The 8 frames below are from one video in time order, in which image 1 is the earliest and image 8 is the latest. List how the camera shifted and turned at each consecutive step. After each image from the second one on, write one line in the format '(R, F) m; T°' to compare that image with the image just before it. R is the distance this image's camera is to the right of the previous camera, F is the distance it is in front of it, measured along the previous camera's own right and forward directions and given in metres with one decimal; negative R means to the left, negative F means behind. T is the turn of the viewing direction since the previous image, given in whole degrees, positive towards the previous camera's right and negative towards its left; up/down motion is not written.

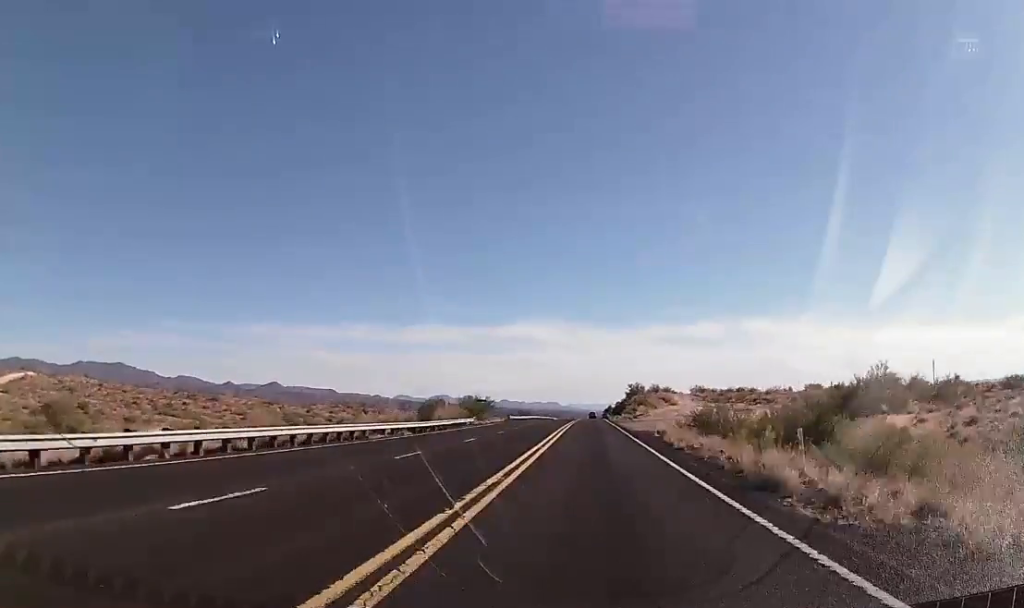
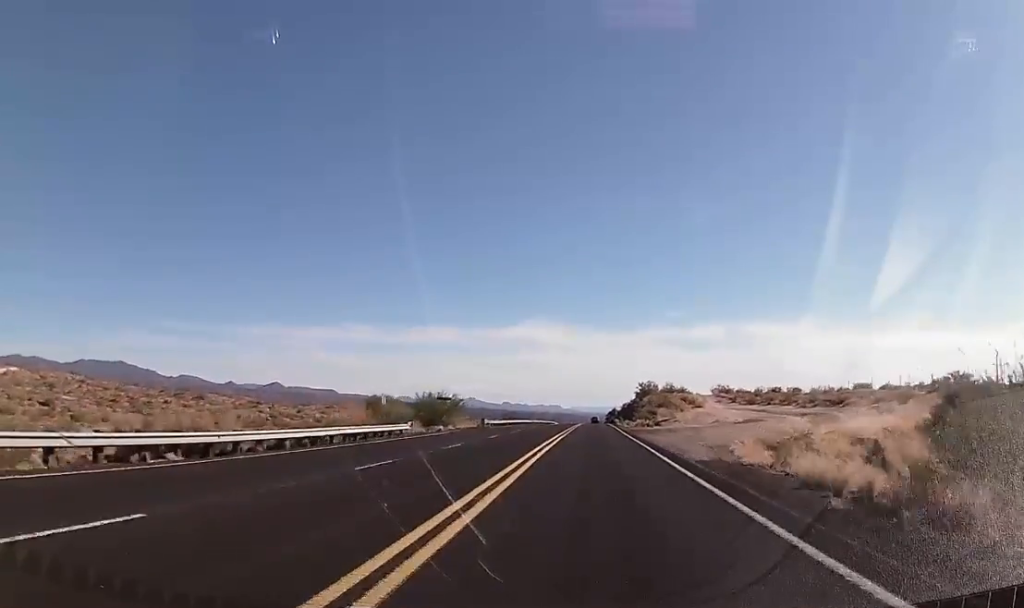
(+0.3, +28.3) m; +1°
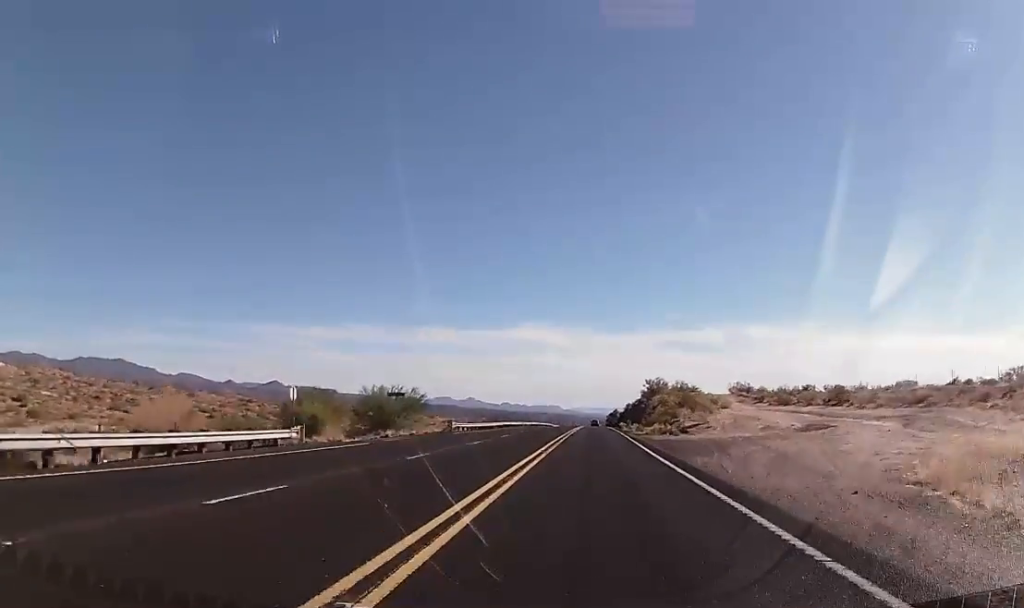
(0.0, +19.1) m; 0°
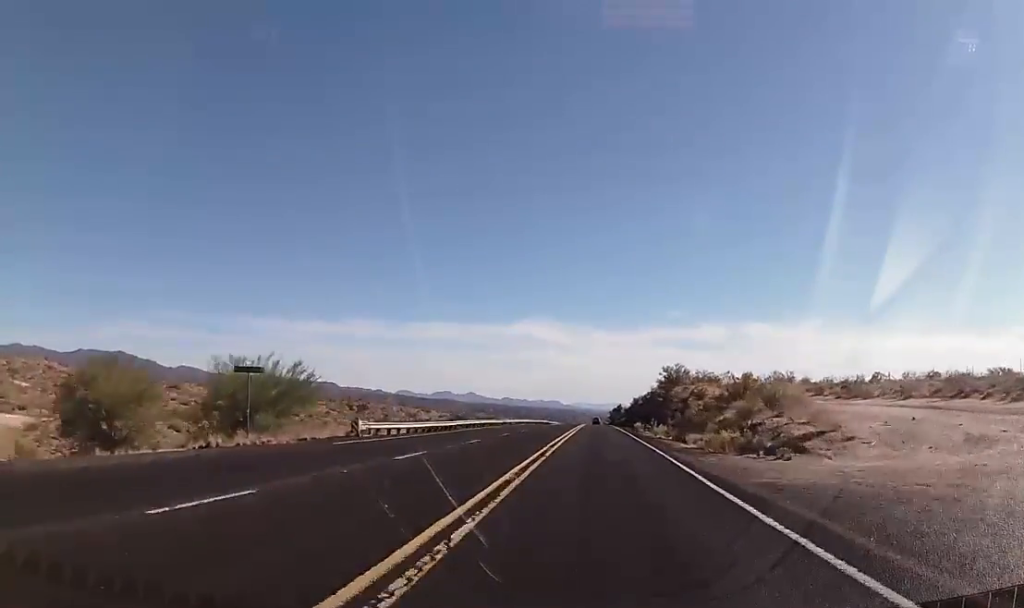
(0.0, +26.1) m; 0°
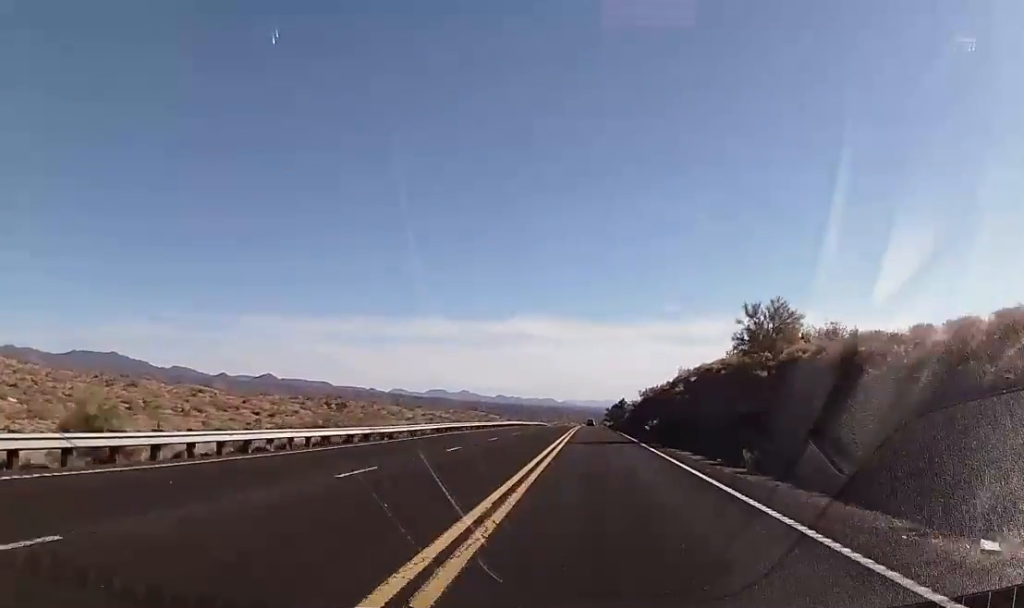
(-0.1, +53.5) m; -1°
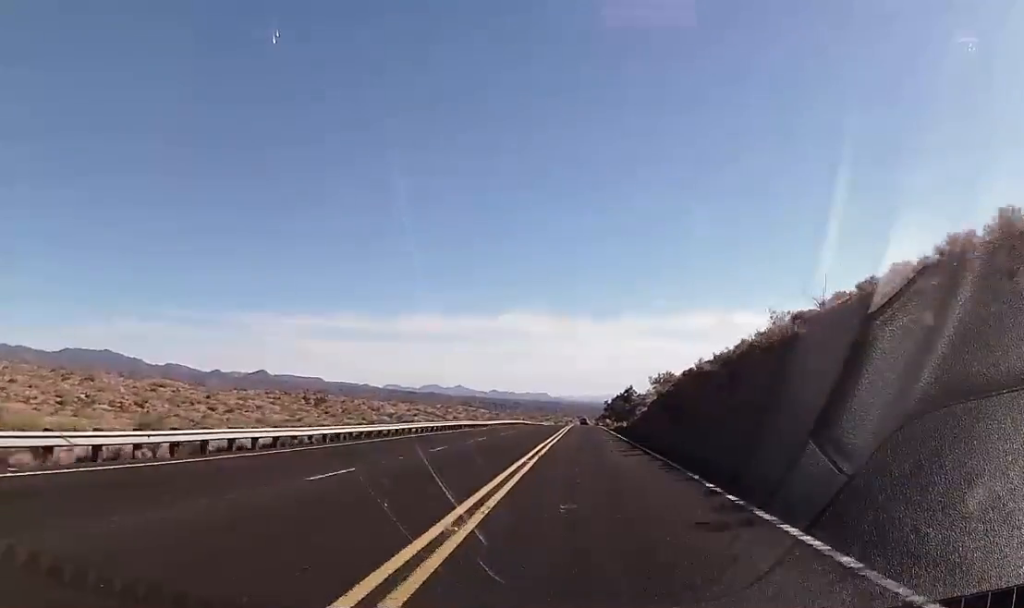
(0.0, +49.7) m; +1°
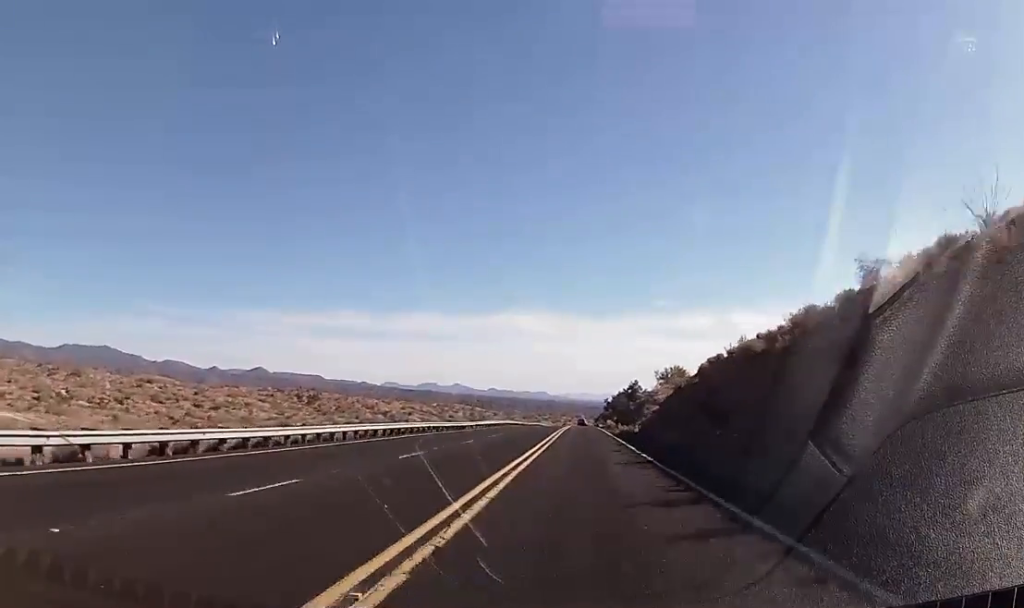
(+0.1, +15.4) m; 0°
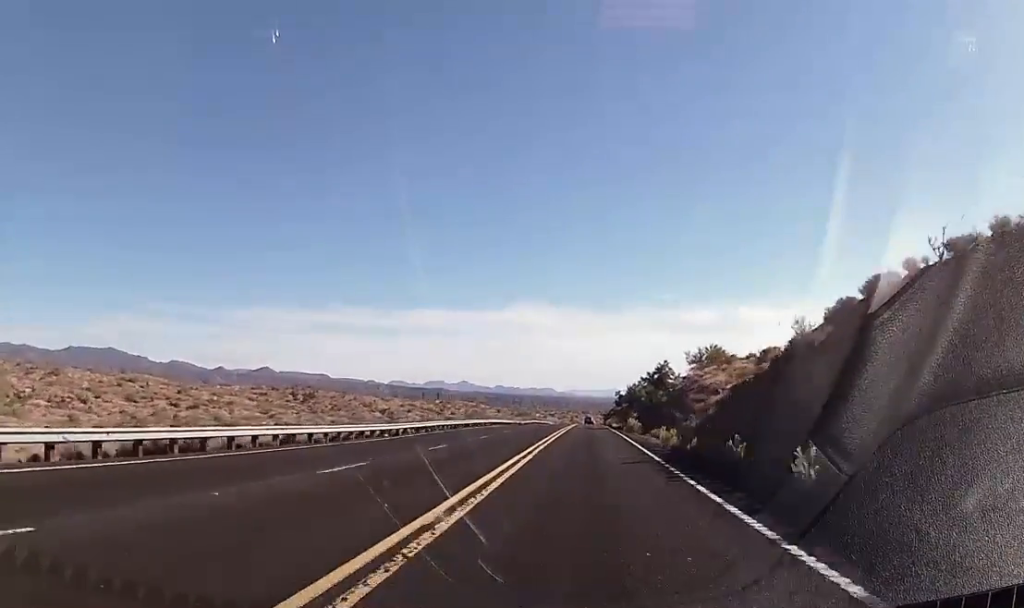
(0.0, +32.1) m; 0°
